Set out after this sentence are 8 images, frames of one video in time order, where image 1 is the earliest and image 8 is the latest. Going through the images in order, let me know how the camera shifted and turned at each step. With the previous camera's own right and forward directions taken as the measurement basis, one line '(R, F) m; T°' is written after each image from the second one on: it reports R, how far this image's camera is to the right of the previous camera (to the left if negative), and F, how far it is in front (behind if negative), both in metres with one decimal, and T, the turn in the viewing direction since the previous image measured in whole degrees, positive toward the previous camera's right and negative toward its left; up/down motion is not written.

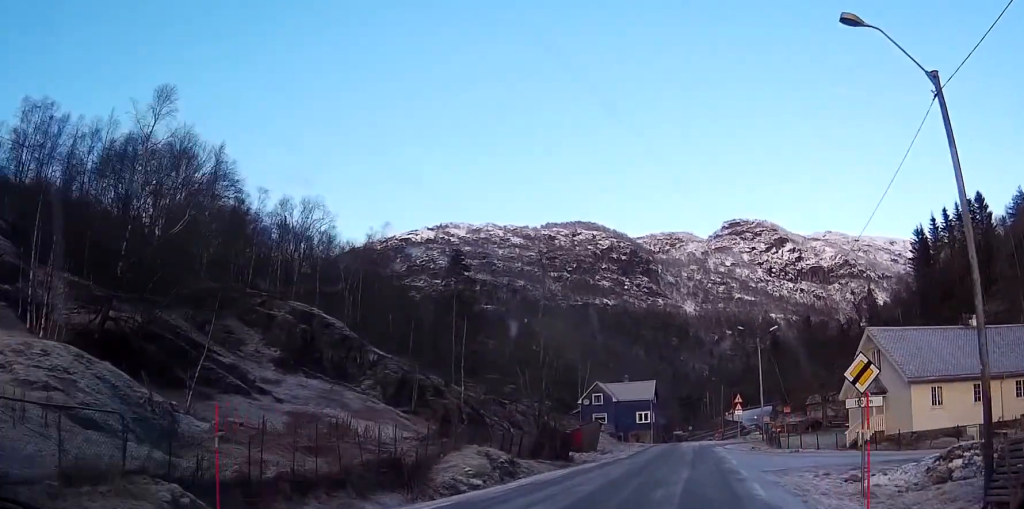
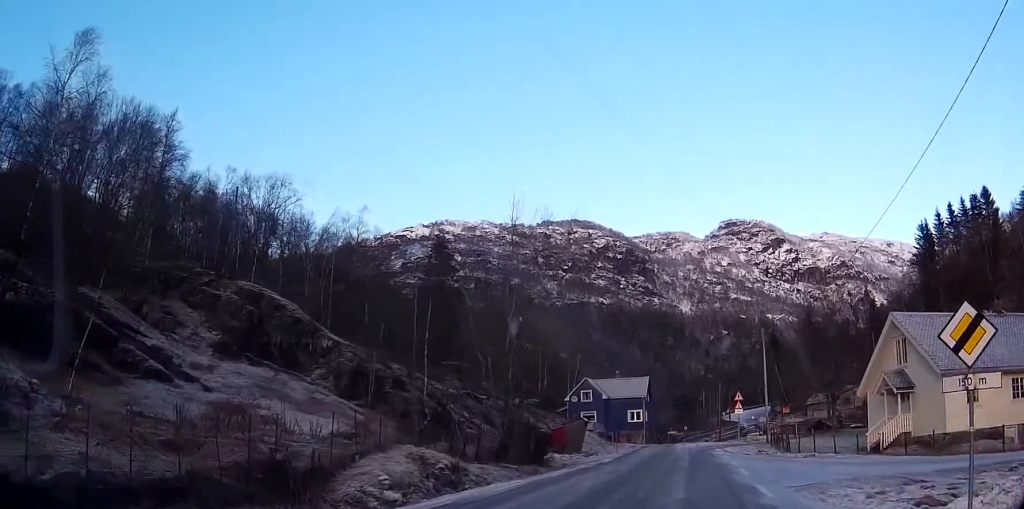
(-0.2, +6.6) m; -1°
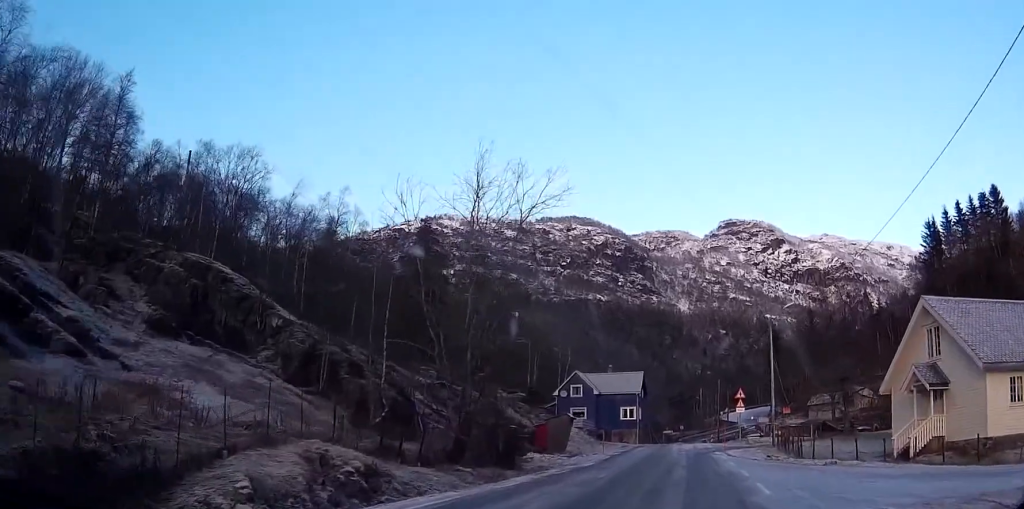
(-0.1, +6.1) m; +1°
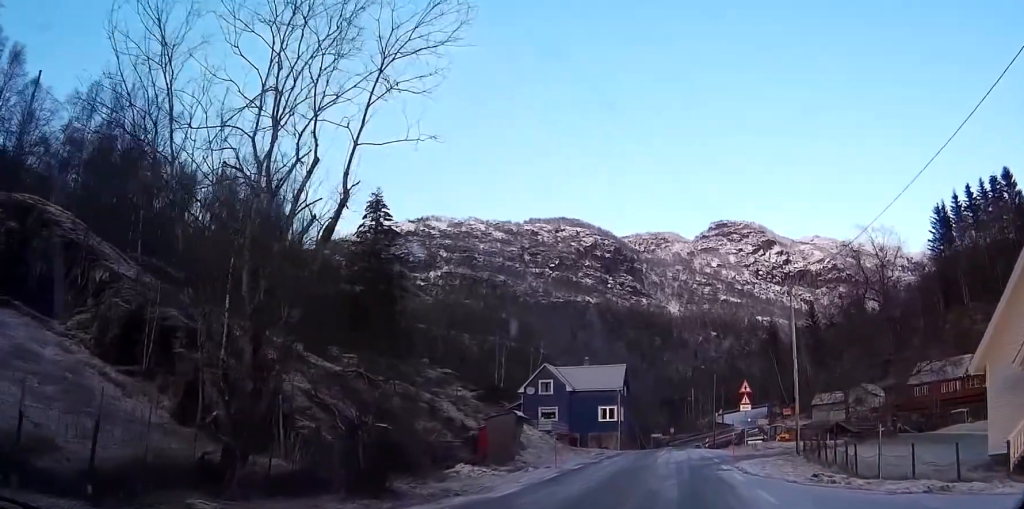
(+0.7, +12.8) m; +3°
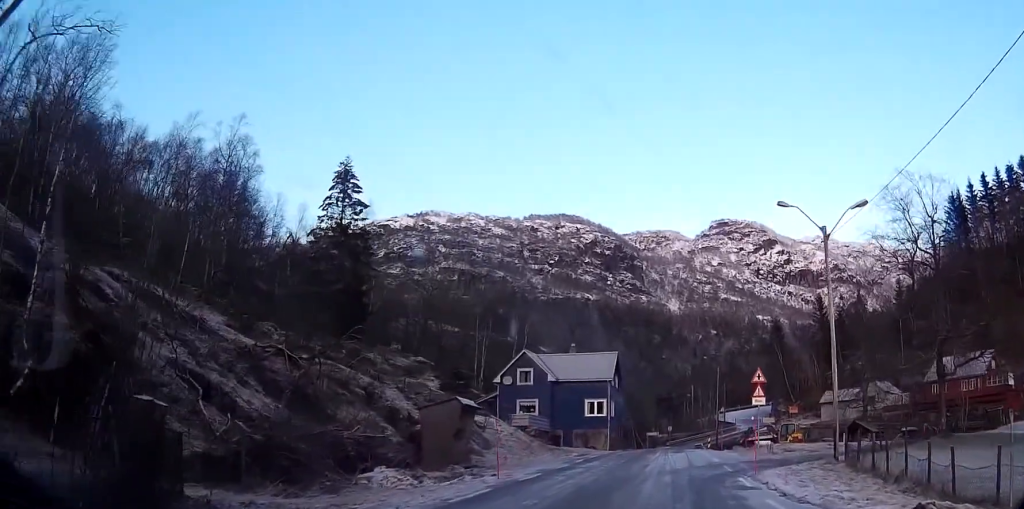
(-0.2, +8.3) m; -2°
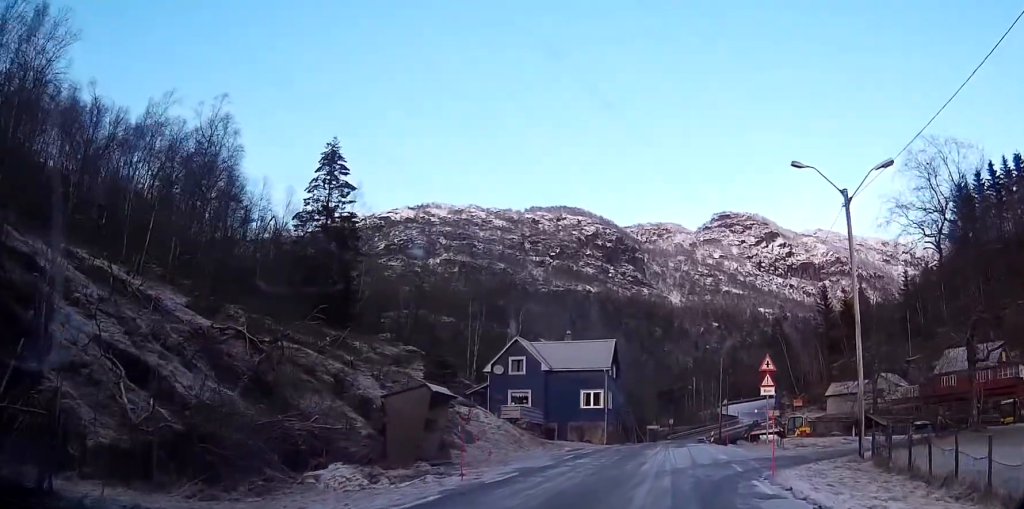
(-0.1, +3.3) m; -1°
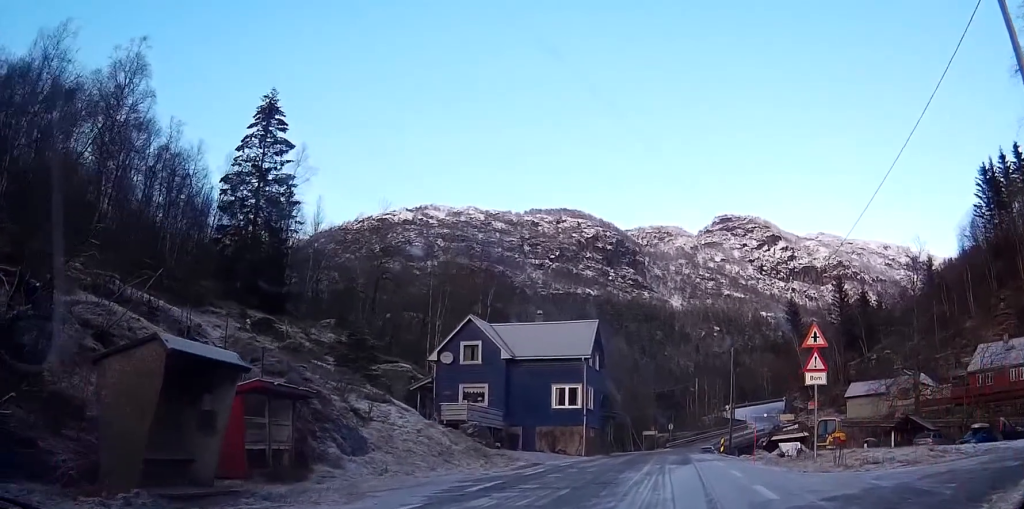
(+0.1, +11.9) m; 0°
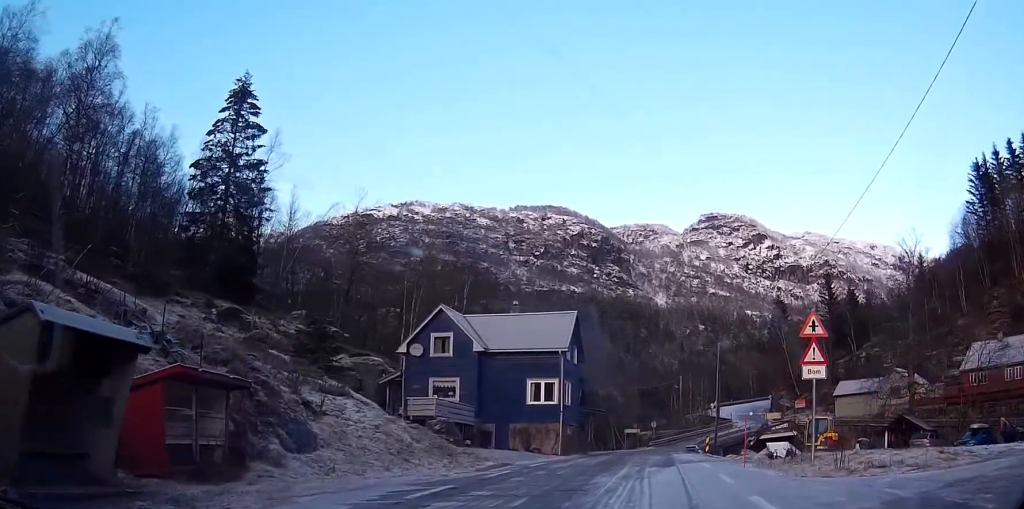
(0.0, +2.2) m; +2°
